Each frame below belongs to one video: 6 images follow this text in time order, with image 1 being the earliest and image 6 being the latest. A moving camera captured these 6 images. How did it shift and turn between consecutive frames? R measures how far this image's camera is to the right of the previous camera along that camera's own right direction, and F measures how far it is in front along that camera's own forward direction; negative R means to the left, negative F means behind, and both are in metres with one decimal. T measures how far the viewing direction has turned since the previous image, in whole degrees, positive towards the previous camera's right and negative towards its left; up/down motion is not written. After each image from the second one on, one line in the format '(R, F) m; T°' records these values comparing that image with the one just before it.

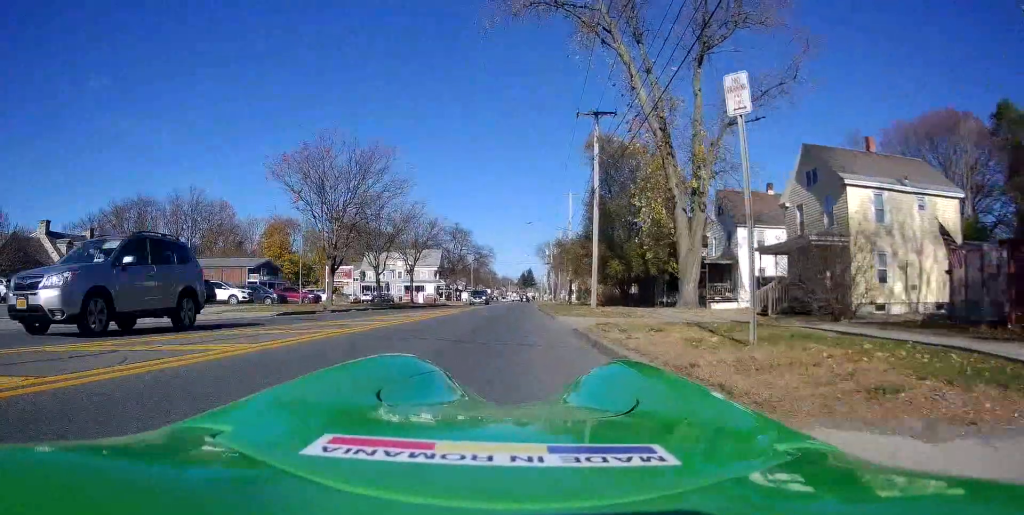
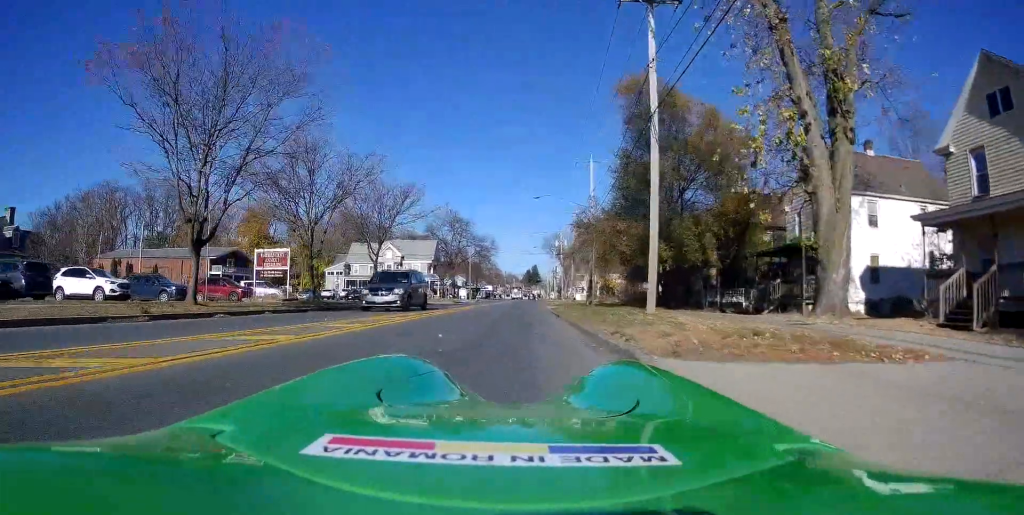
(-0.2, +14.0) m; -3°
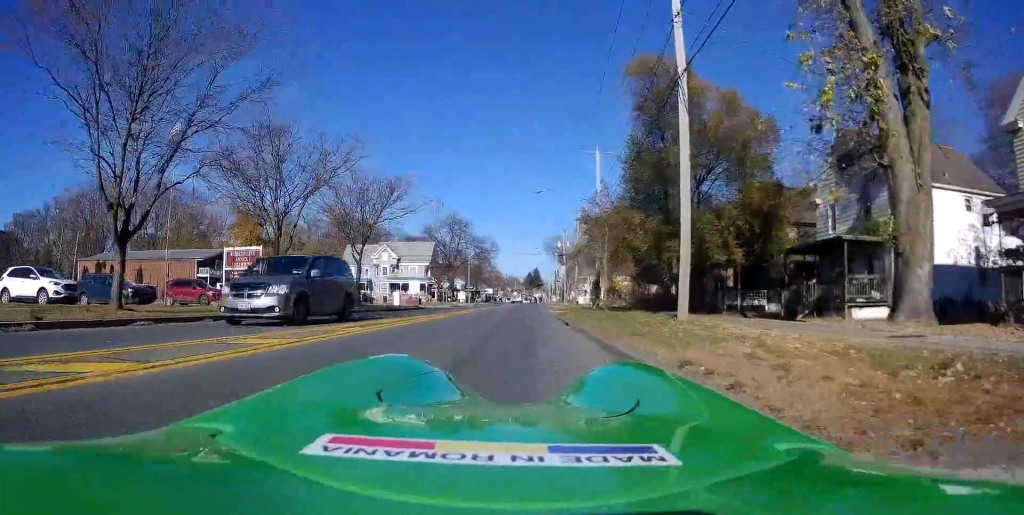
(-0.2, +3.8) m; 0°
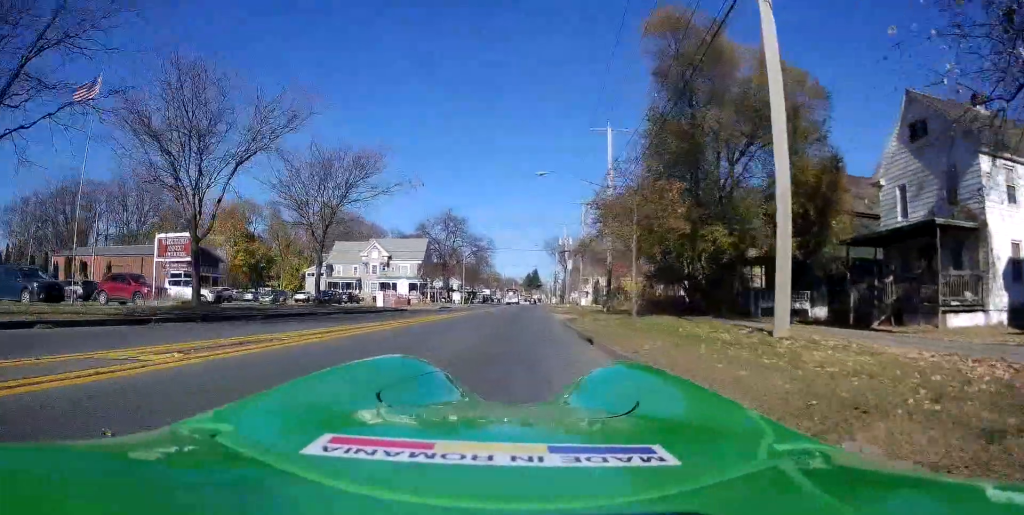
(+0.1, +6.5) m; +1°
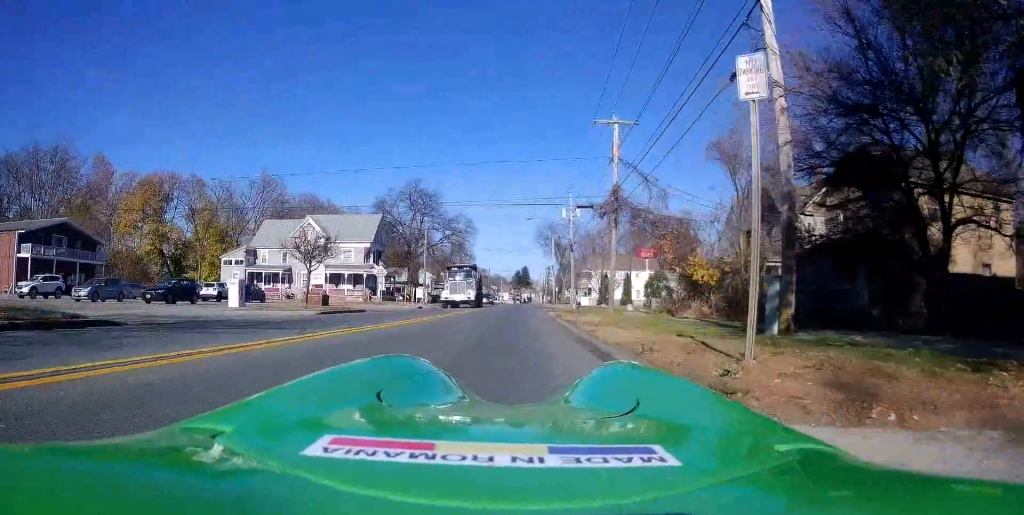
(-0.6, +25.4) m; -4°
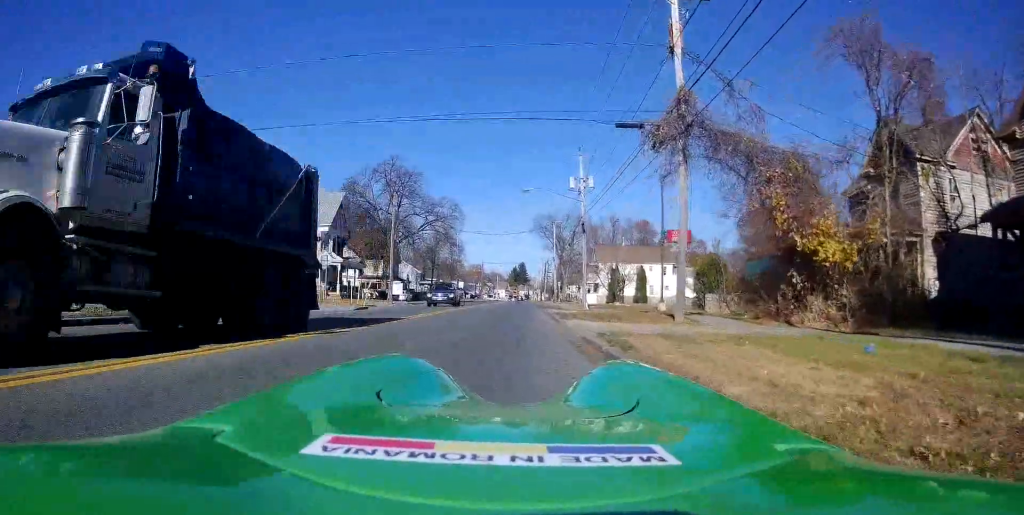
(0.0, +14.3) m; +1°
